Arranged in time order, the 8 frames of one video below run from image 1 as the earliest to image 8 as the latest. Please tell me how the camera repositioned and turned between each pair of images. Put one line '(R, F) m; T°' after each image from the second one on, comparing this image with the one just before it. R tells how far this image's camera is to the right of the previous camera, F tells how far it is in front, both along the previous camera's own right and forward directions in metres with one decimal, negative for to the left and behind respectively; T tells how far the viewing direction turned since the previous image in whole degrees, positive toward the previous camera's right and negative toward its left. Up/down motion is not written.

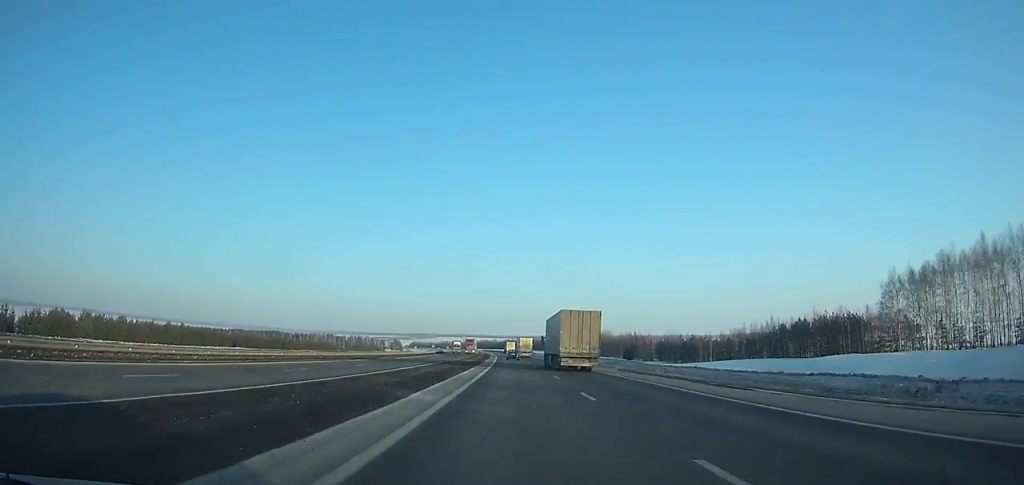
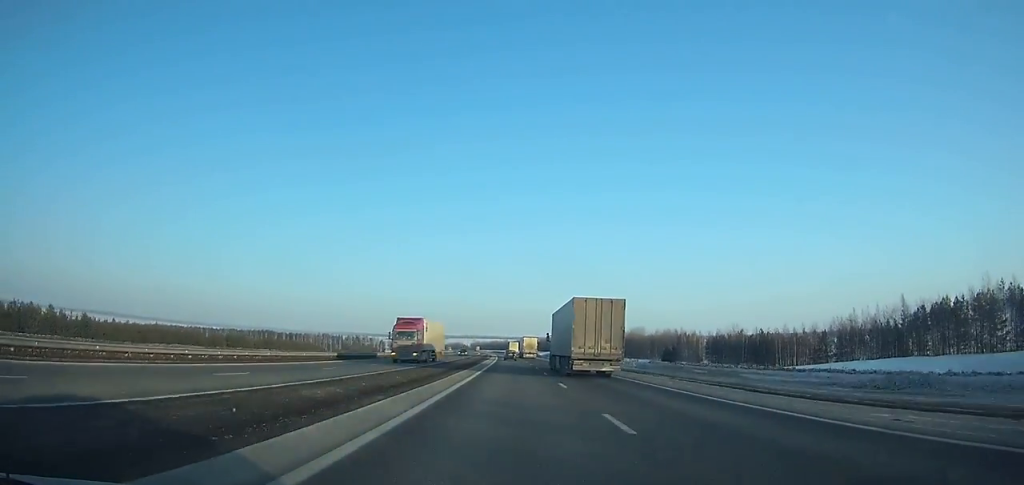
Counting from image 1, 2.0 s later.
(-0.2, +54.8) m; -1°
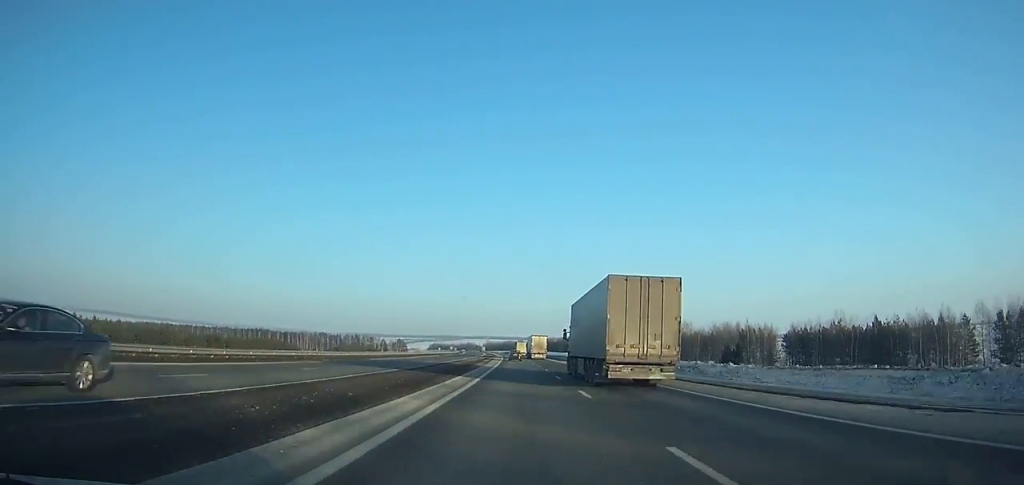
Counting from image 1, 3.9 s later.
(-0.9, +51.7) m; -1°
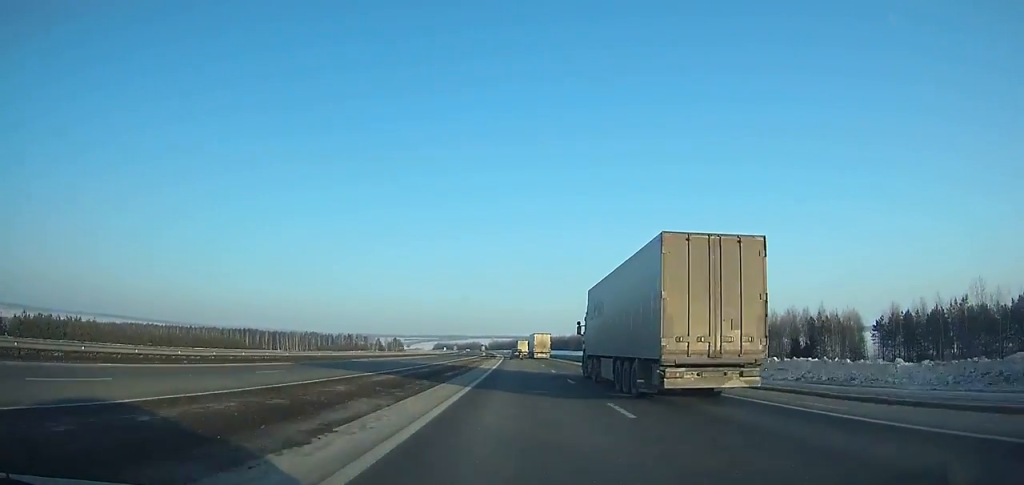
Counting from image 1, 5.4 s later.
(-0.3, +40.6) m; -1°
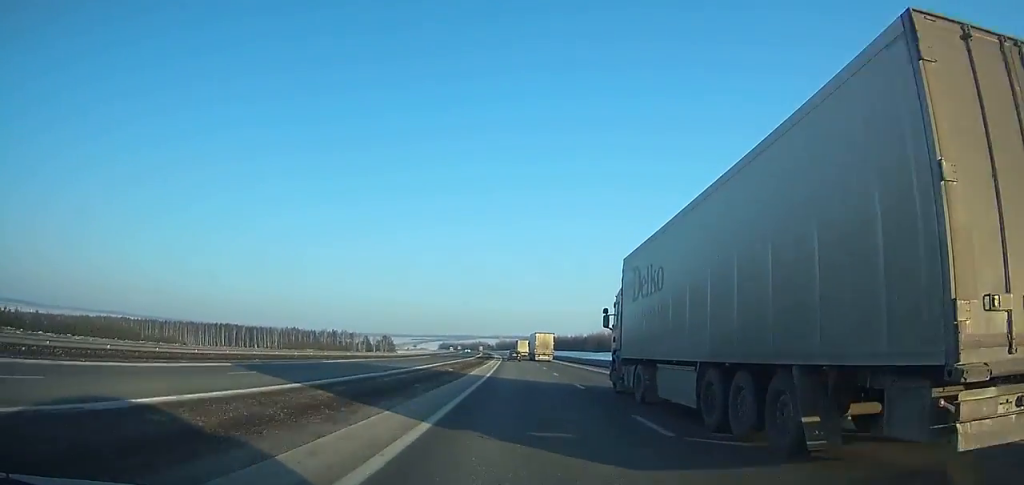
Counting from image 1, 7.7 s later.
(-0.3, +62.0) m; -1°
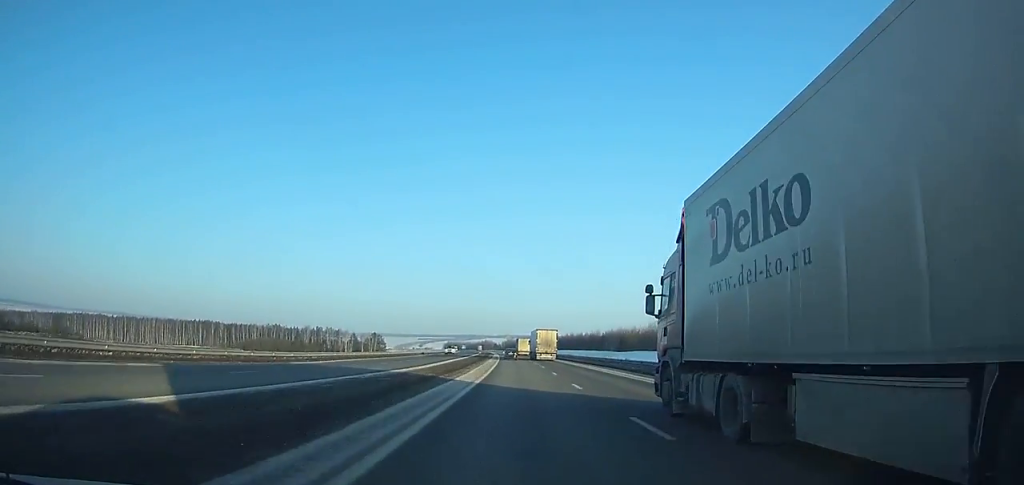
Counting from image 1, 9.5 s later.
(-0.5, +47.9) m; -1°
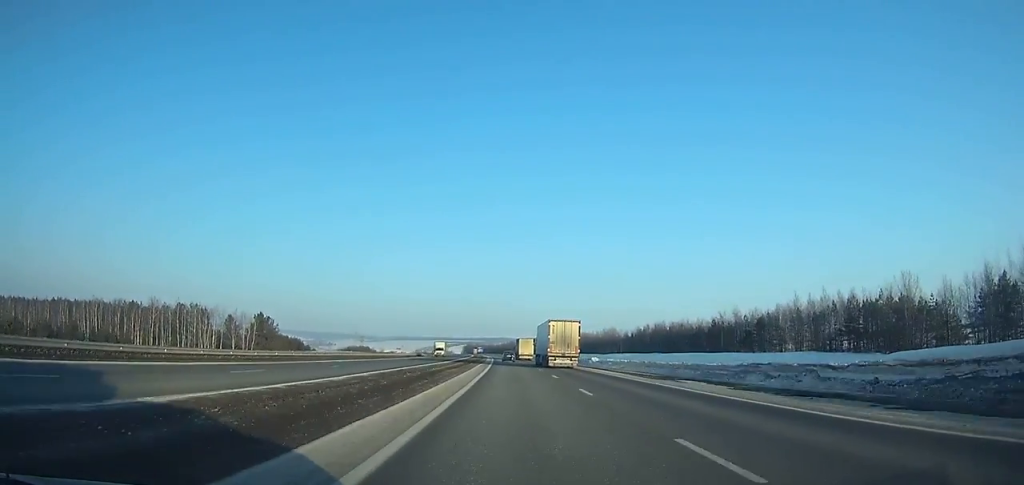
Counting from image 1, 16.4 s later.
(-5.1, +181.1) m; -4°
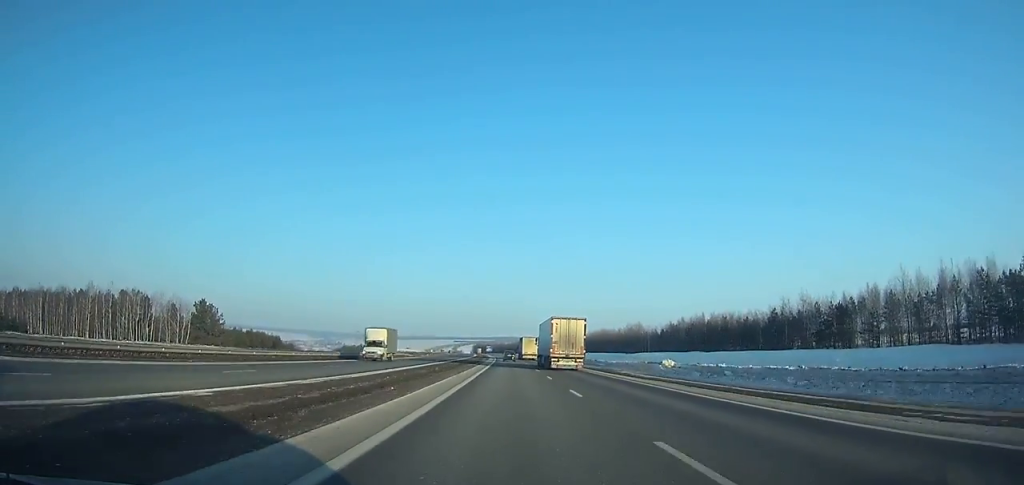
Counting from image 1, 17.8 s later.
(-0.6, +36.5) m; -1°
